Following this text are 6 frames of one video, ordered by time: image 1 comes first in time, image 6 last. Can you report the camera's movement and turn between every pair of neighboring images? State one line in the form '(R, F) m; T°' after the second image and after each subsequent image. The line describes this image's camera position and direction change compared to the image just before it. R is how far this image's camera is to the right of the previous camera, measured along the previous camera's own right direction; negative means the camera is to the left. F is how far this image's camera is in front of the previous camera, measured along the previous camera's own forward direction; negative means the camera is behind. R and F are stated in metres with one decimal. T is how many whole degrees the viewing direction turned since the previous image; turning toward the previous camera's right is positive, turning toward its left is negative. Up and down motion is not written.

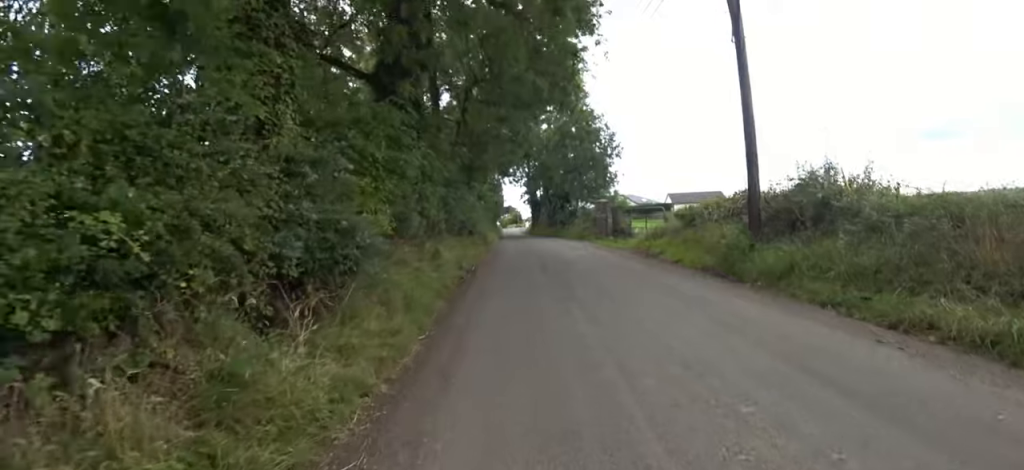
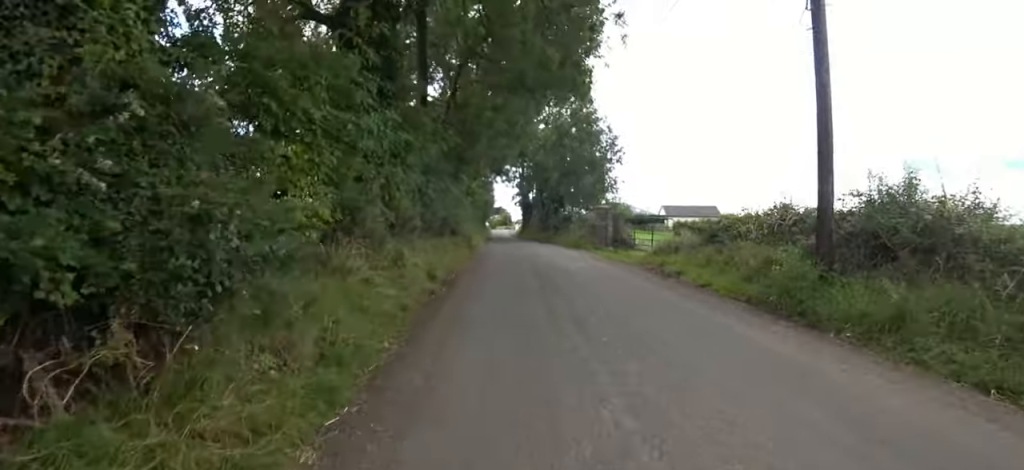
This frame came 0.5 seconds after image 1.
(0.0, +2.2) m; 0°
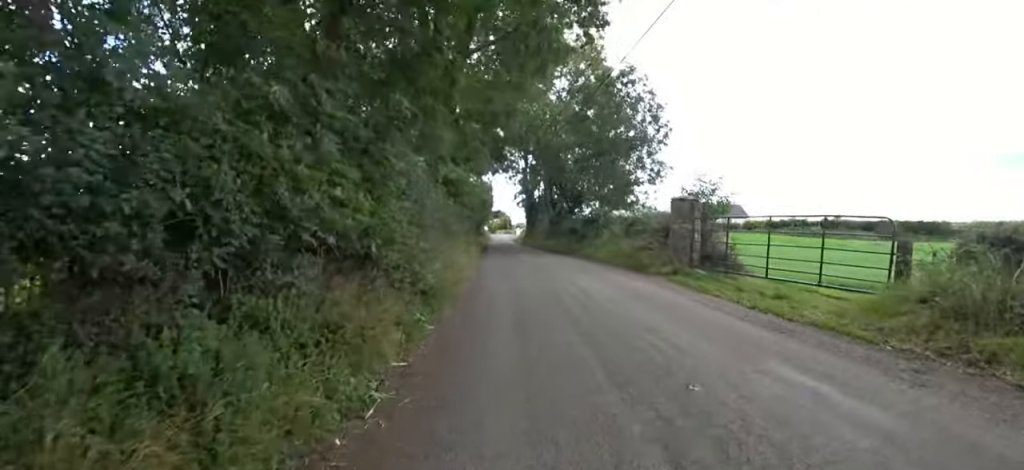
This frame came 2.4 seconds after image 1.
(+1.1, +8.9) m; +12°
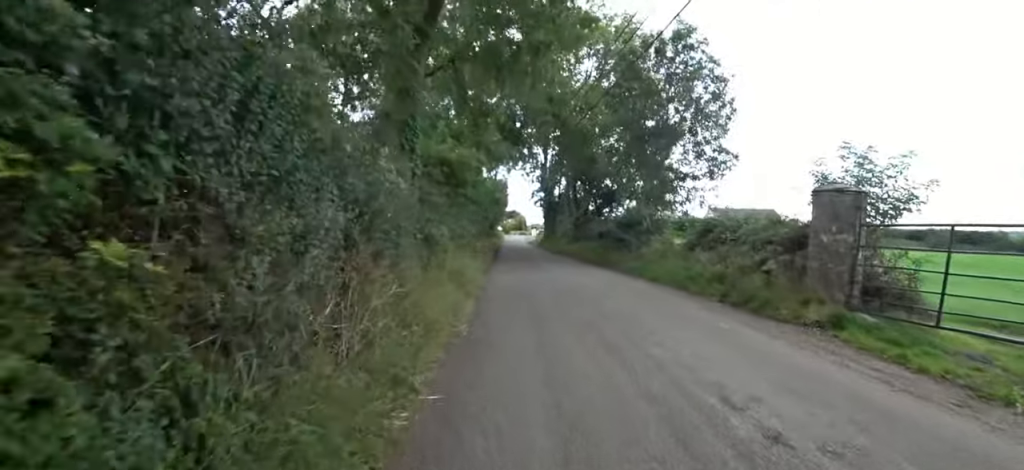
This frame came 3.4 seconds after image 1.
(-0.2, +4.9) m; -7°
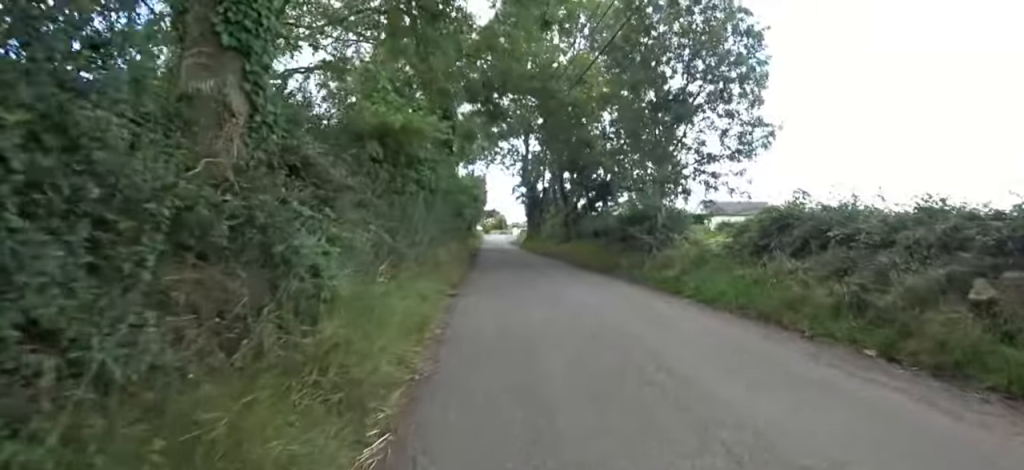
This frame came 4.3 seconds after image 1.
(-0.3, +4.0) m; -5°
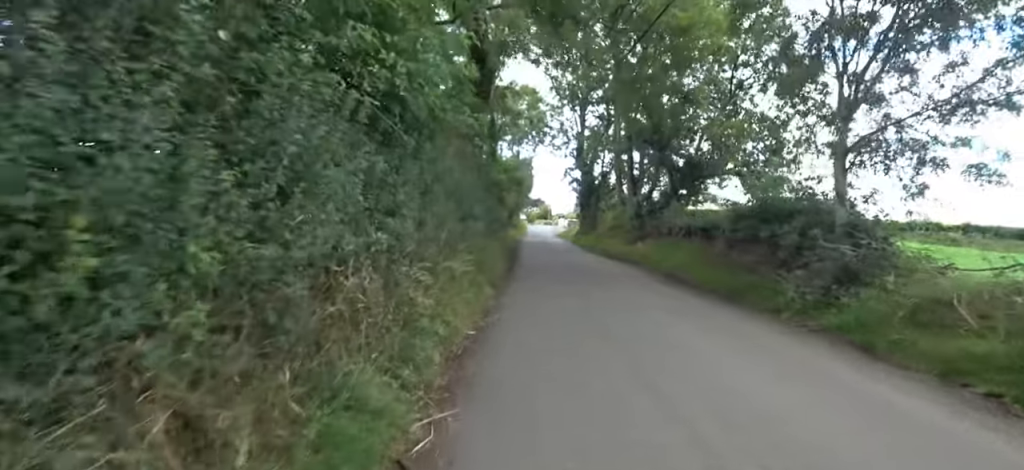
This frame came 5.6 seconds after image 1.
(0.0, +6.0) m; +9°
